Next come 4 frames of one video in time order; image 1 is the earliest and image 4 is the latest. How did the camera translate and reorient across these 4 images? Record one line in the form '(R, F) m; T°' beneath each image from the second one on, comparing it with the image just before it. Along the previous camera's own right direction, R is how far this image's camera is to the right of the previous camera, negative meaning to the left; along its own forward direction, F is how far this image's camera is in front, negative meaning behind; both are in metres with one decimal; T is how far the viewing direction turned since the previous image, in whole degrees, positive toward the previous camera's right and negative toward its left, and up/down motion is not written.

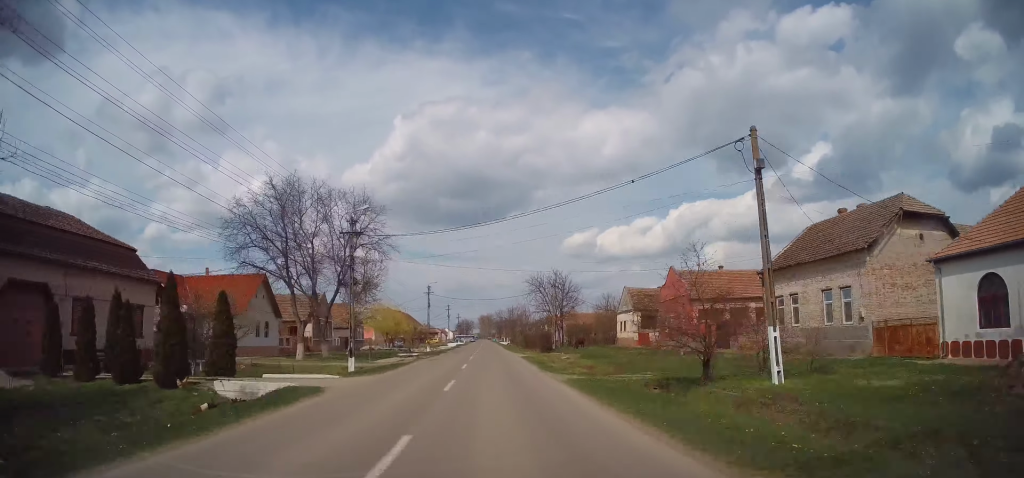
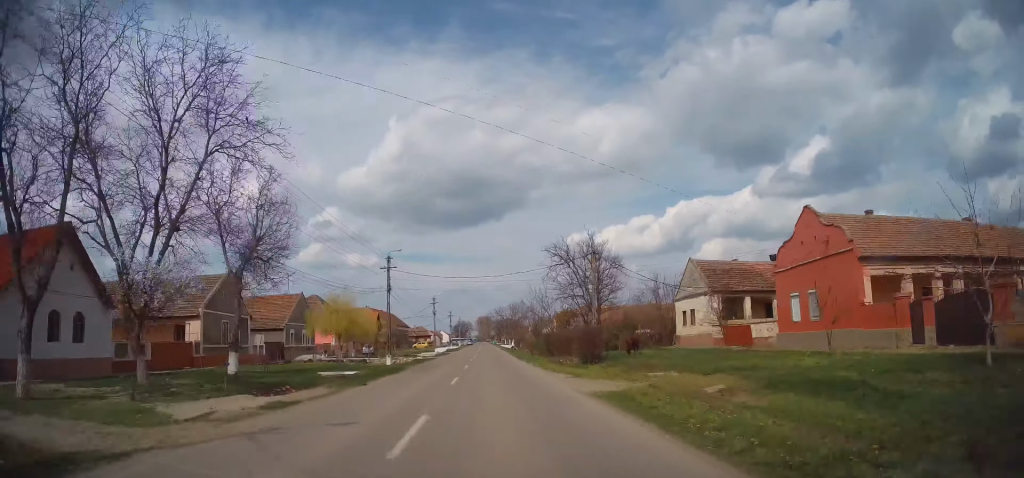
(-0.3, +25.2) m; -1°
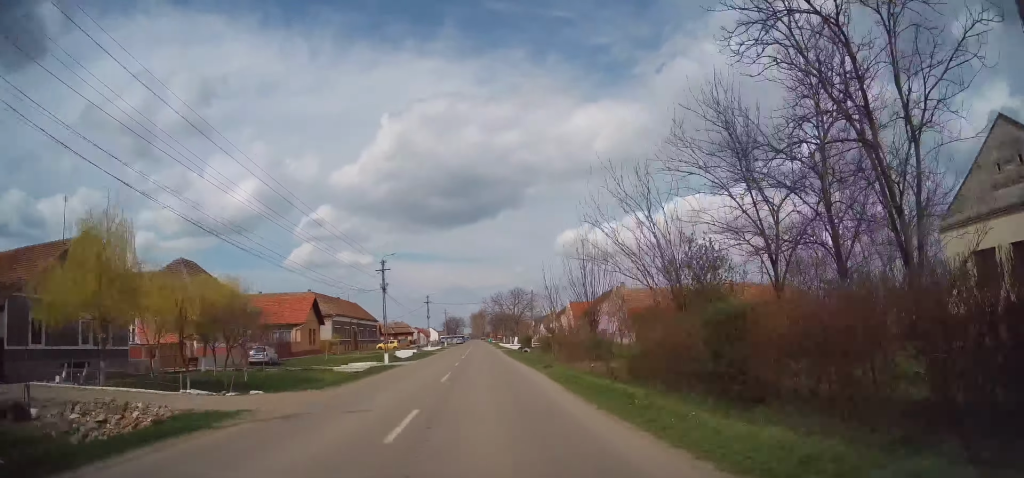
(+0.3, +35.3) m; +2°
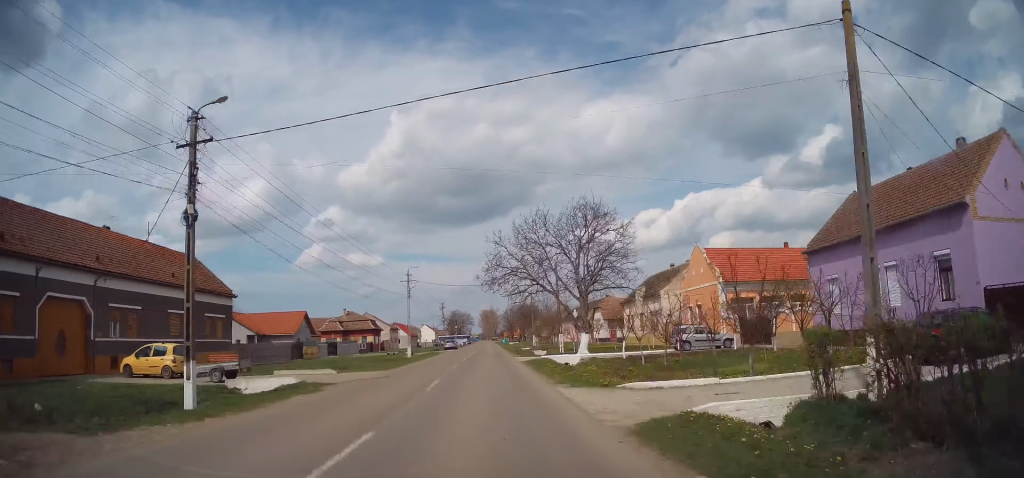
(-0.6, +66.2) m; -2°
